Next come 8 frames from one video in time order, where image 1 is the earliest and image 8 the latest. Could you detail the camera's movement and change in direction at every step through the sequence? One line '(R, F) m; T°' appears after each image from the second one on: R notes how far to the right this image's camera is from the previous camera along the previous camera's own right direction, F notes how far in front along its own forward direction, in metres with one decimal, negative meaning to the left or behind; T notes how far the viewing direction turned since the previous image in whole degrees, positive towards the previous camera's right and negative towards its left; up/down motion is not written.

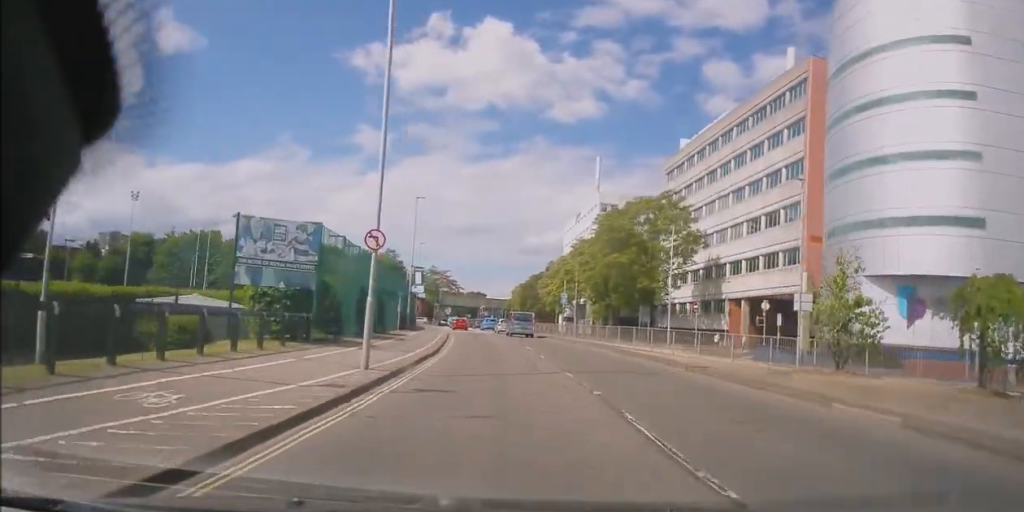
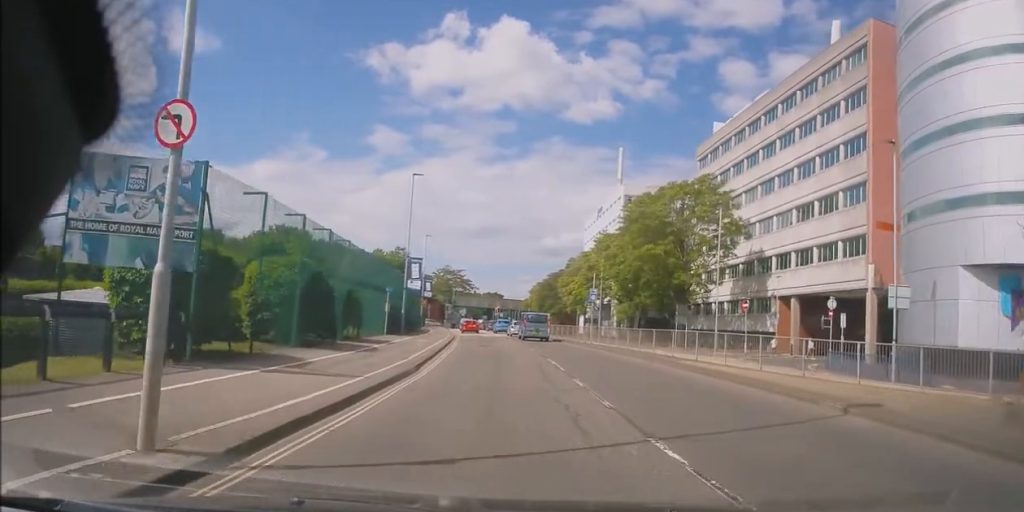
(0.0, +8.1) m; -1°
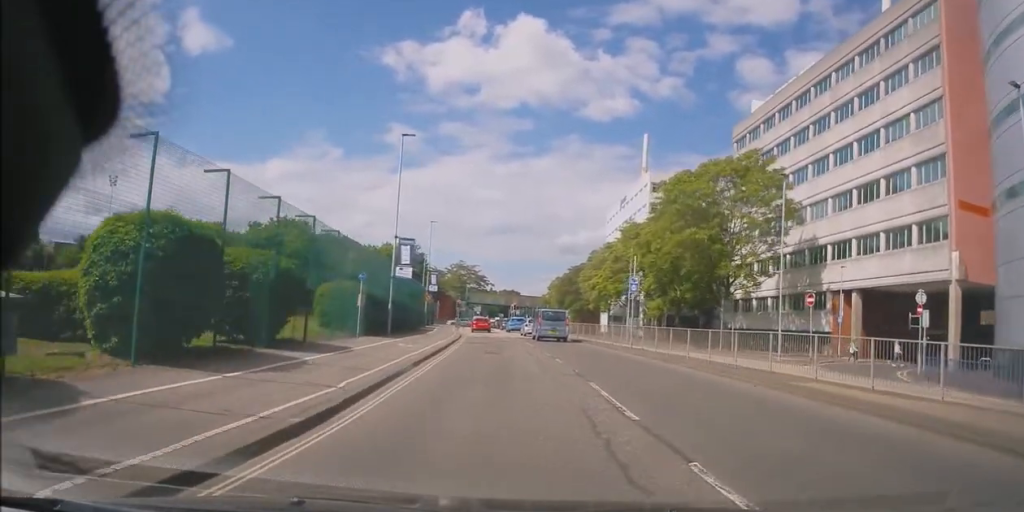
(0.0, +8.0) m; -2°
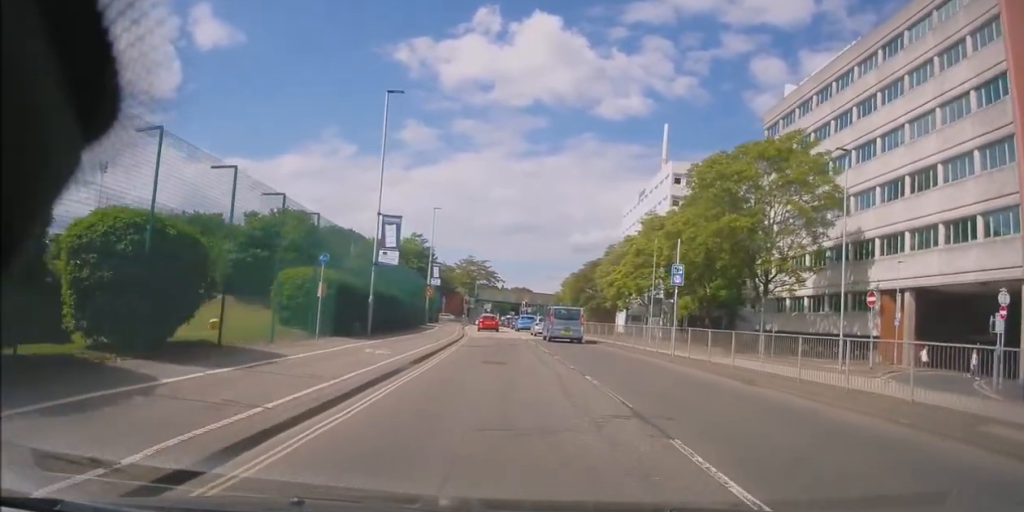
(-0.4, +5.9) m; -2°
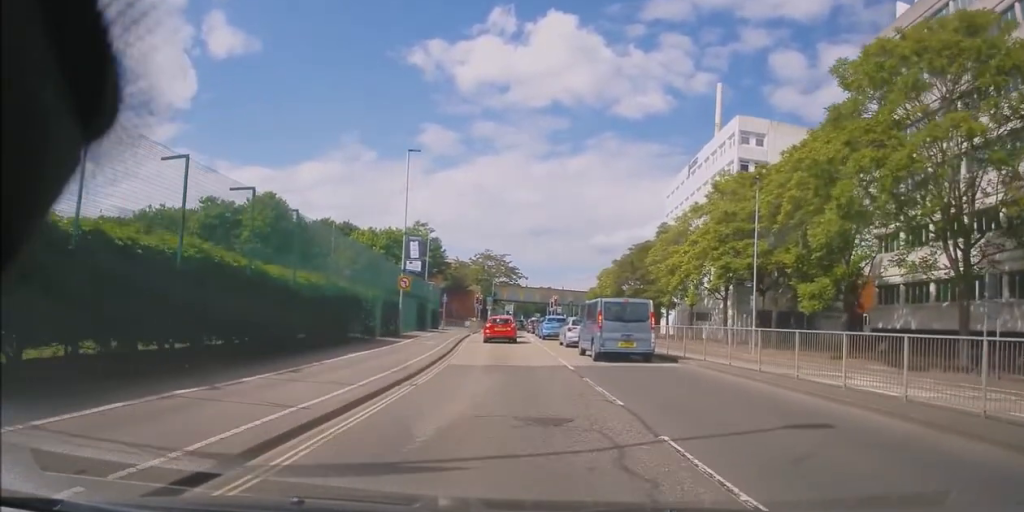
(-0.5, +20.8) m; -5°
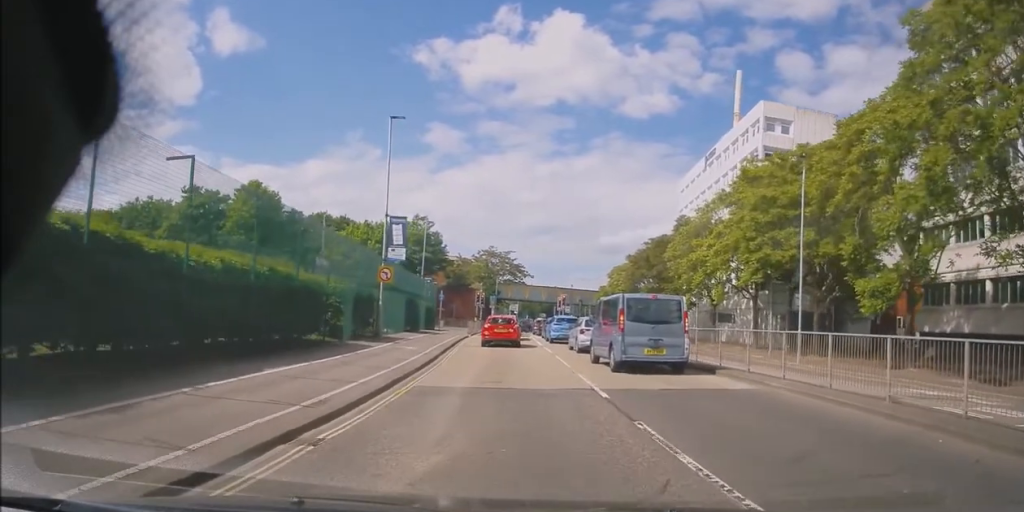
(0.0, +5.8) m; -1°
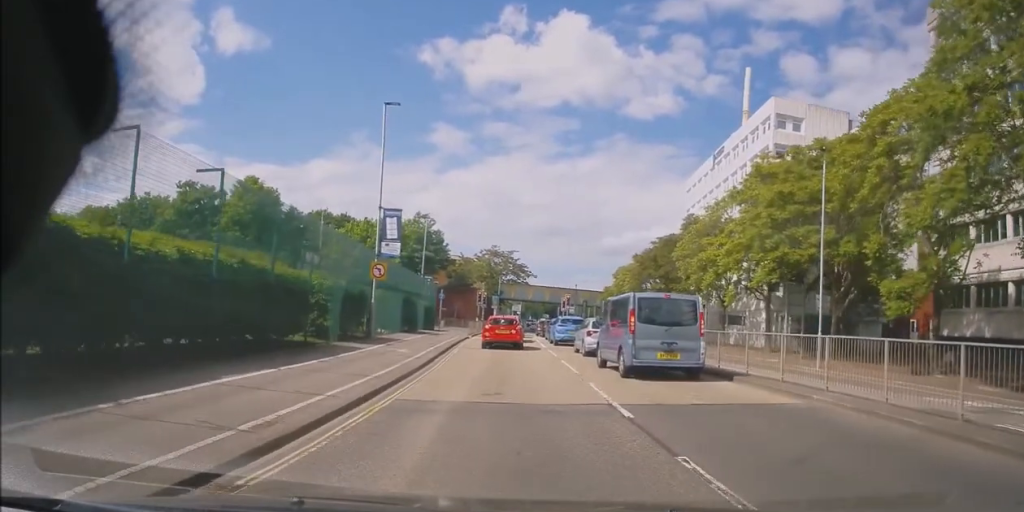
(0.0, +2.0) m; 0°
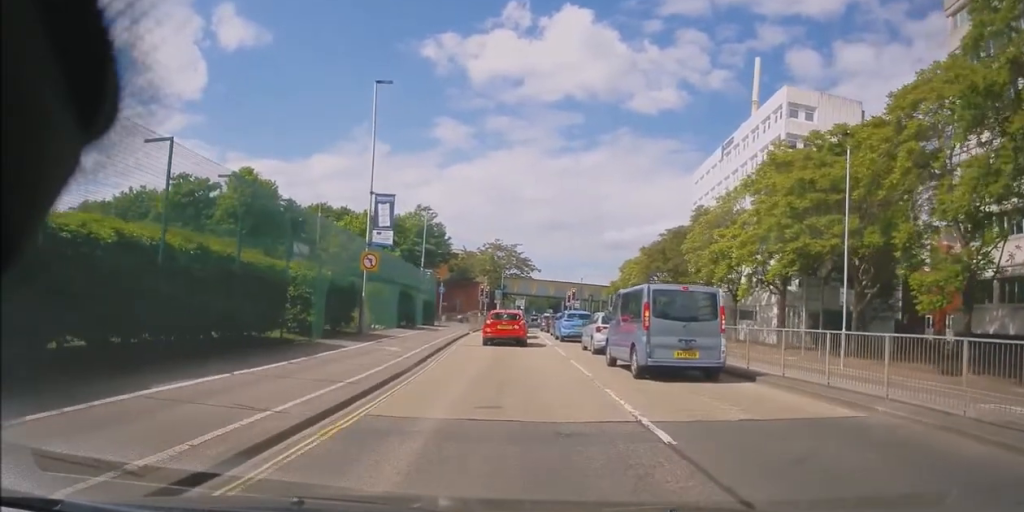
(0.0, +2.2) m; 0°
